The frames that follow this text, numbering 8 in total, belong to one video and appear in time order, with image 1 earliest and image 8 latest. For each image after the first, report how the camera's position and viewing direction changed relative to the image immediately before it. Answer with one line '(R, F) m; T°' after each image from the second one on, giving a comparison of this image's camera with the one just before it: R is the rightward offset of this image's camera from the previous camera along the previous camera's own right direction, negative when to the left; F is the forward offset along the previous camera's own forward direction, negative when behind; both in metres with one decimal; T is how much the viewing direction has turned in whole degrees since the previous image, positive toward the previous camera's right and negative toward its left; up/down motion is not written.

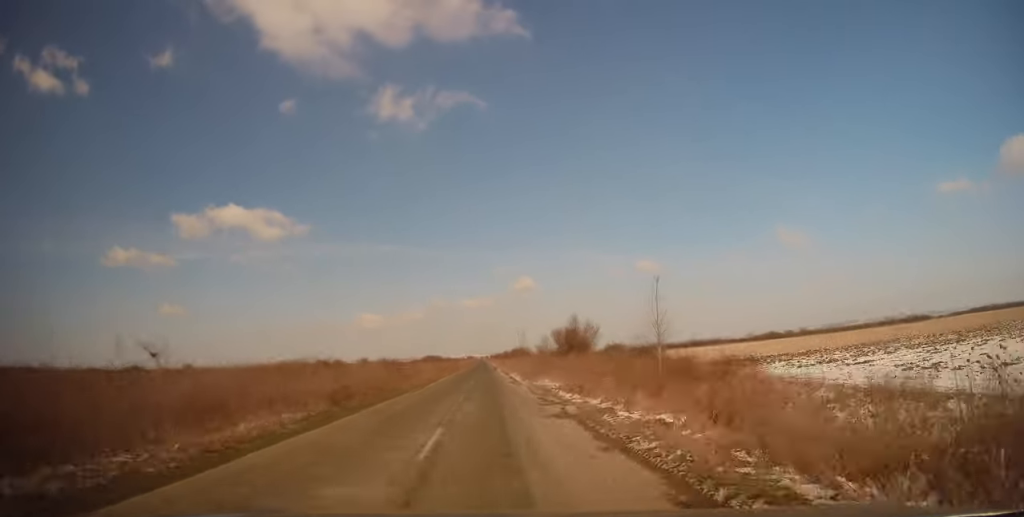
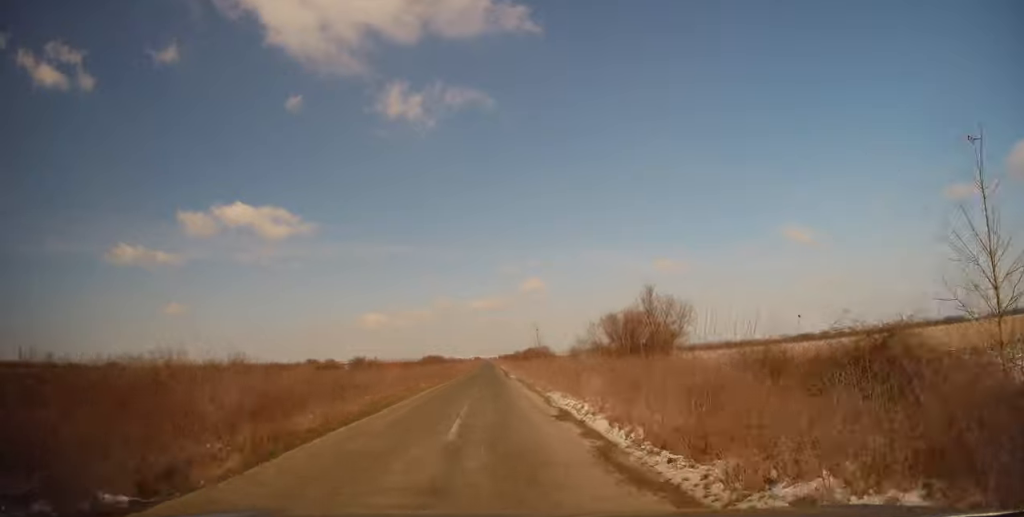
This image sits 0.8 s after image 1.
(0.0, +22.8) m; 0°
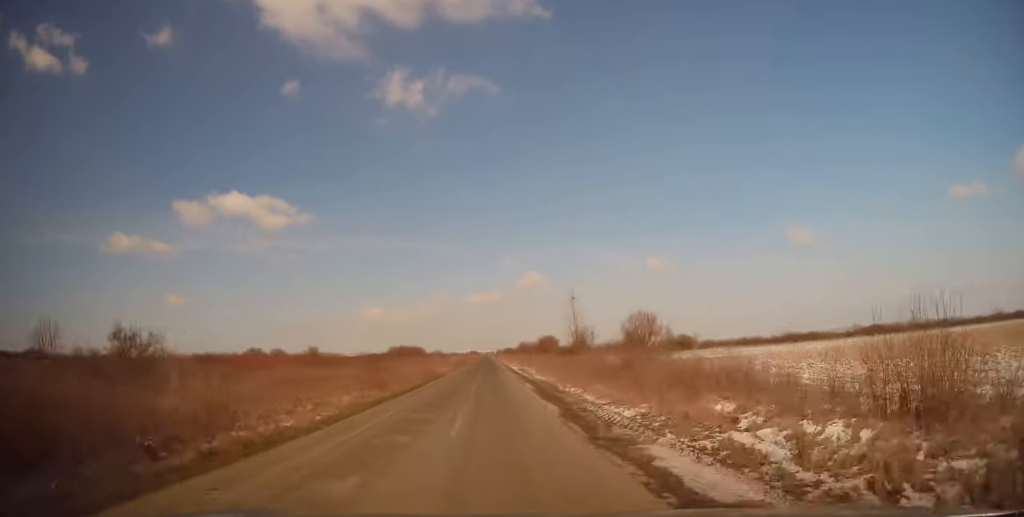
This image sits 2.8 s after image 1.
(-0.3, +52.9) m; 0°
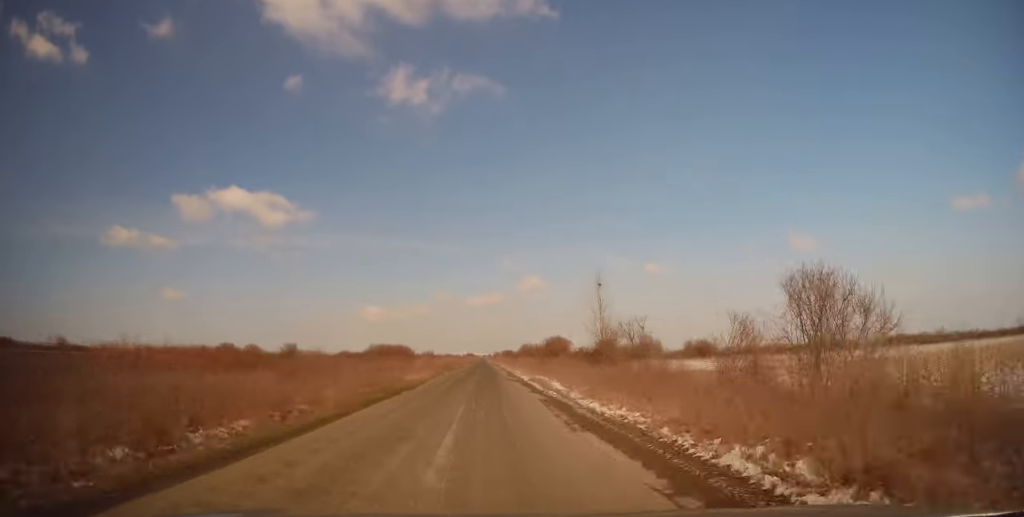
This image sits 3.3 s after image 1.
(-0.1, +15.7) m; 0°
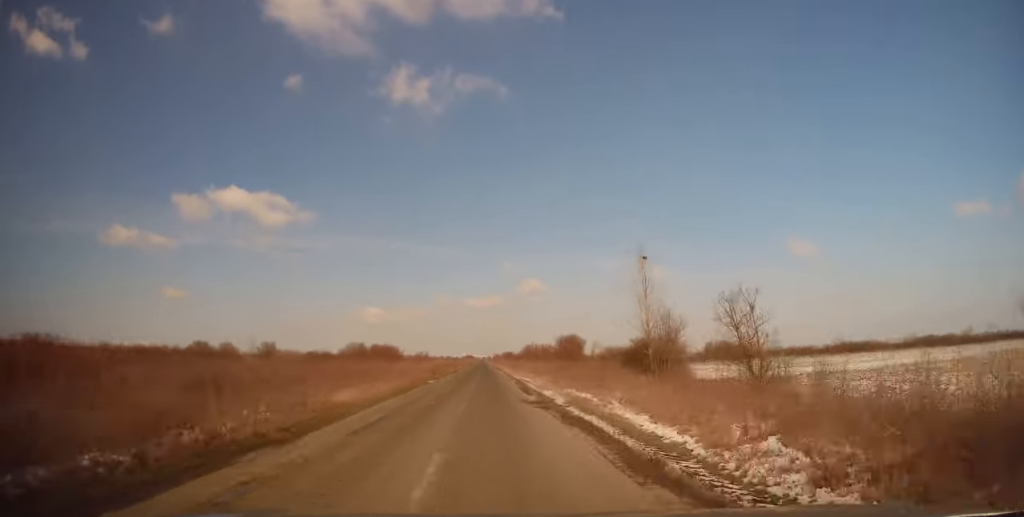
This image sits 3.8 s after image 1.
(+0.2, +14.1) m; 0°
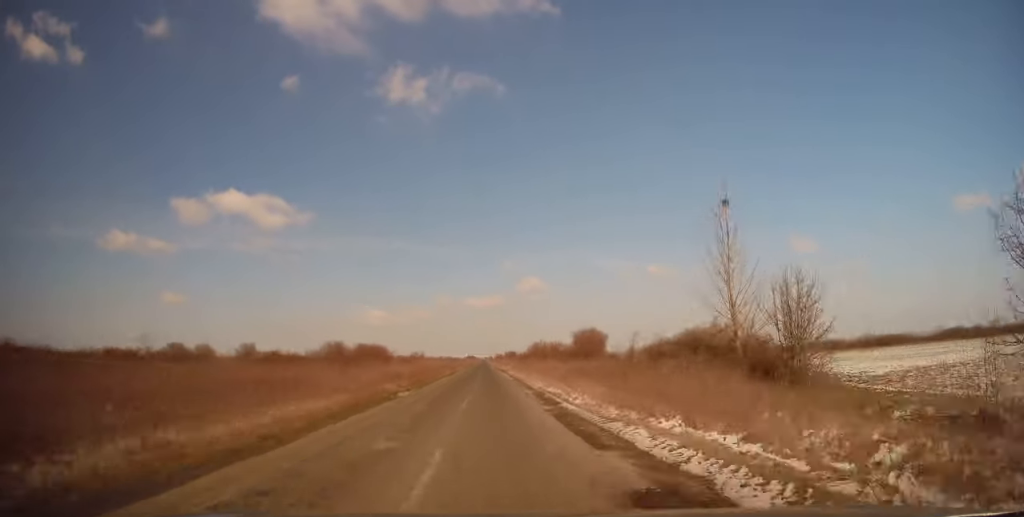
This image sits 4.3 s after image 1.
(+0.2, +12.2) m; 0°
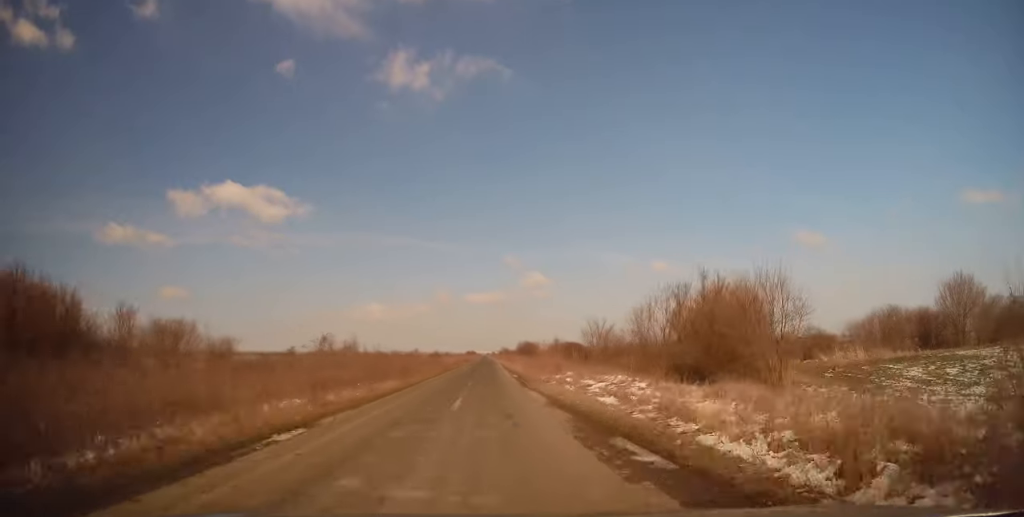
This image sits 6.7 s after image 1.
(-0.9, +67.5) m; 0°
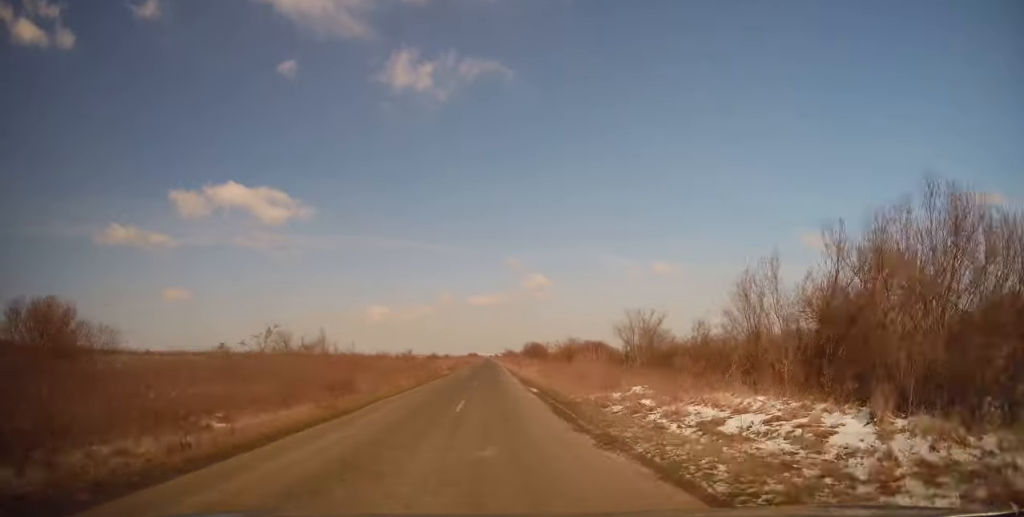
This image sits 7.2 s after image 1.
(-0.2, +12.7) m; +1°
